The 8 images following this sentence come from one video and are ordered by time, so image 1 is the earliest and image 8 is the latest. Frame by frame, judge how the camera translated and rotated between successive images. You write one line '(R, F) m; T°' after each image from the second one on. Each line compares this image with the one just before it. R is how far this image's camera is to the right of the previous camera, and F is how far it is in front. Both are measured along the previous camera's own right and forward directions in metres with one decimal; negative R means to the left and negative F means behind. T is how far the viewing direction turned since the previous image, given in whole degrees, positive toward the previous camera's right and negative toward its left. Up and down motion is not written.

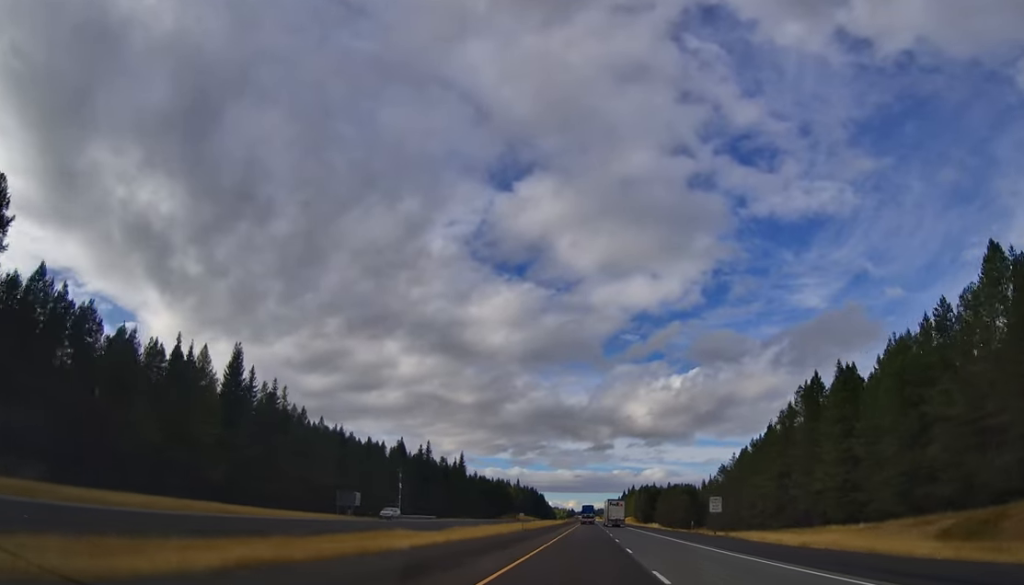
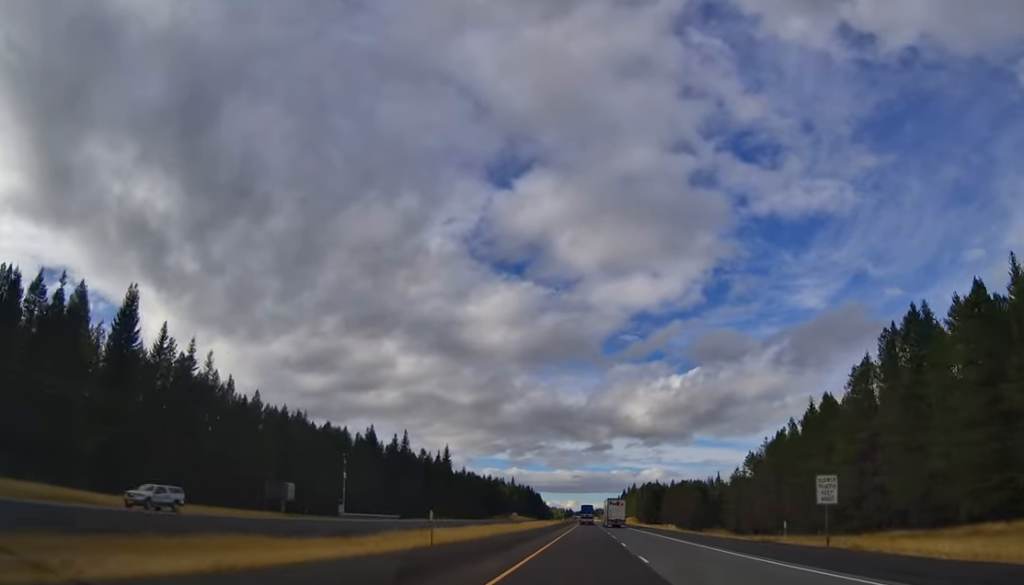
(-0.3, +31.0) m; 0°
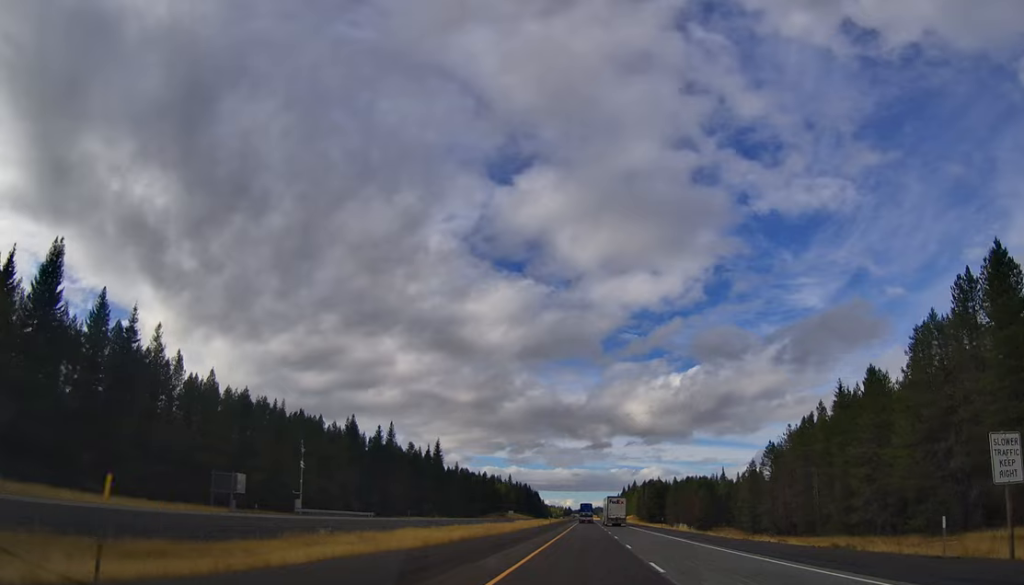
(+0.1, +16.0) m; 0°
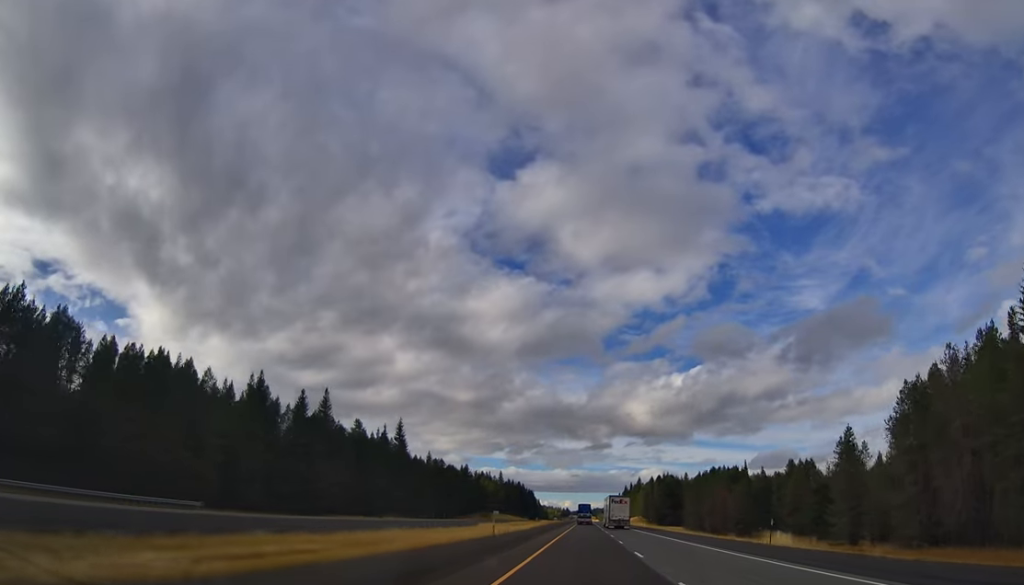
(-0.5, +54.9) m; 0°
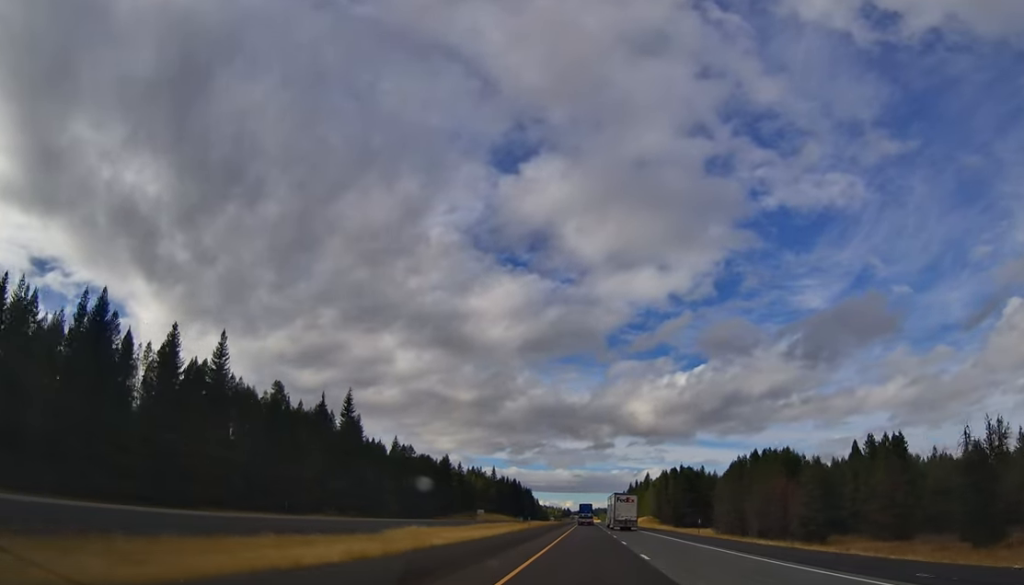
(+1.1, +50.3) m; +1°
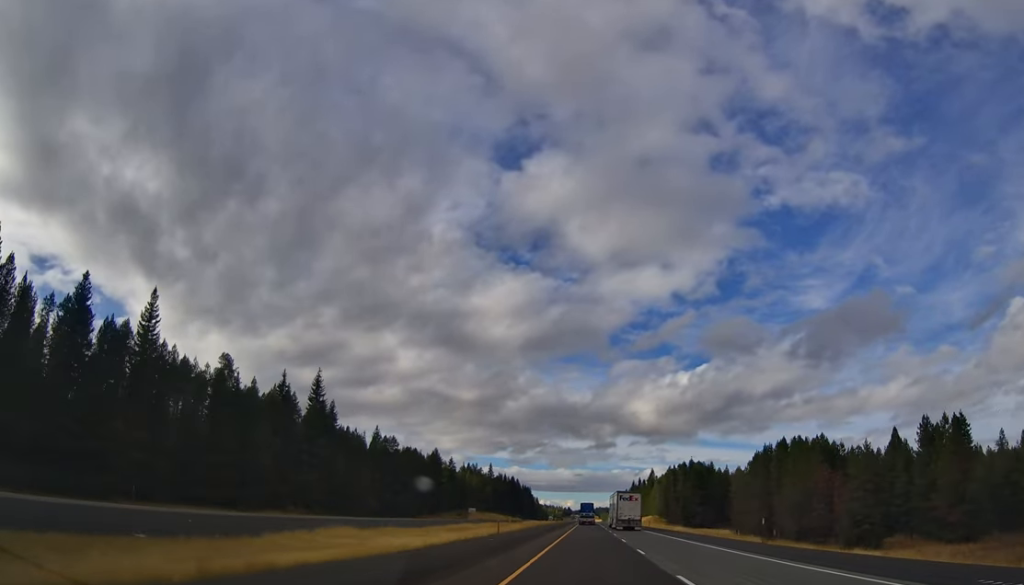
(0.0, +21.7) m; 0°
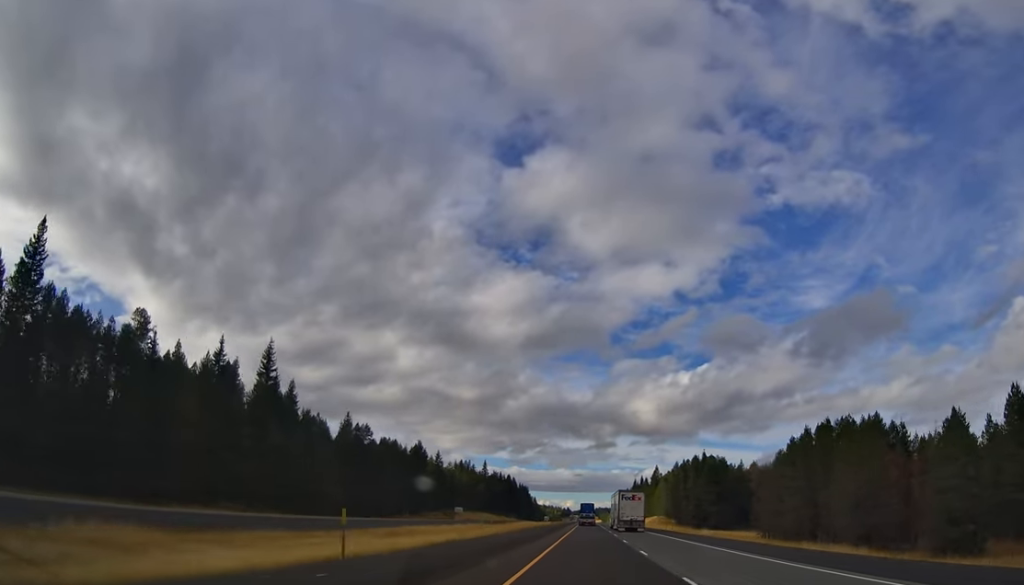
(-0.1, +25.2) m; -1°
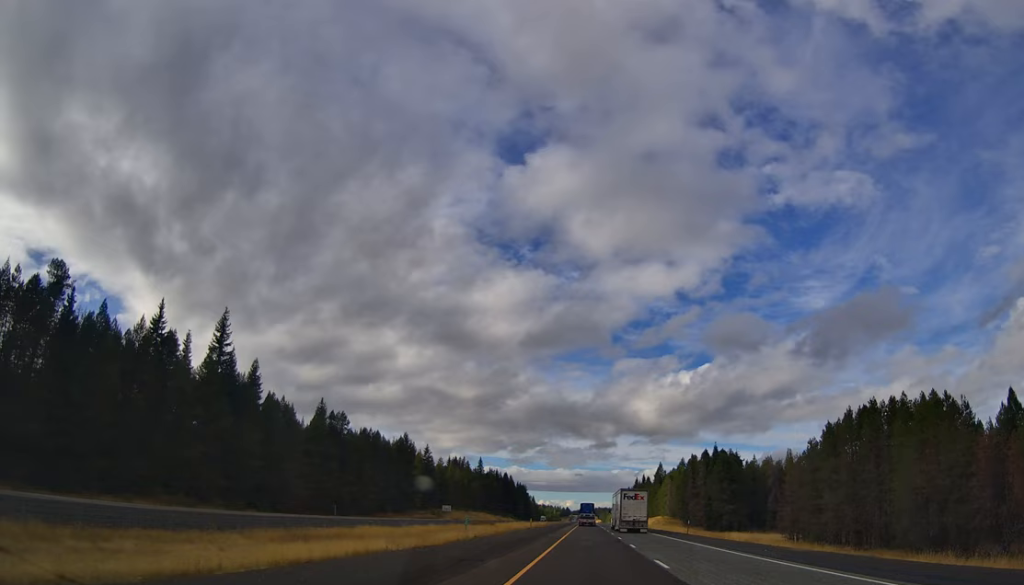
(-0.1, +18.3) m; 0°
